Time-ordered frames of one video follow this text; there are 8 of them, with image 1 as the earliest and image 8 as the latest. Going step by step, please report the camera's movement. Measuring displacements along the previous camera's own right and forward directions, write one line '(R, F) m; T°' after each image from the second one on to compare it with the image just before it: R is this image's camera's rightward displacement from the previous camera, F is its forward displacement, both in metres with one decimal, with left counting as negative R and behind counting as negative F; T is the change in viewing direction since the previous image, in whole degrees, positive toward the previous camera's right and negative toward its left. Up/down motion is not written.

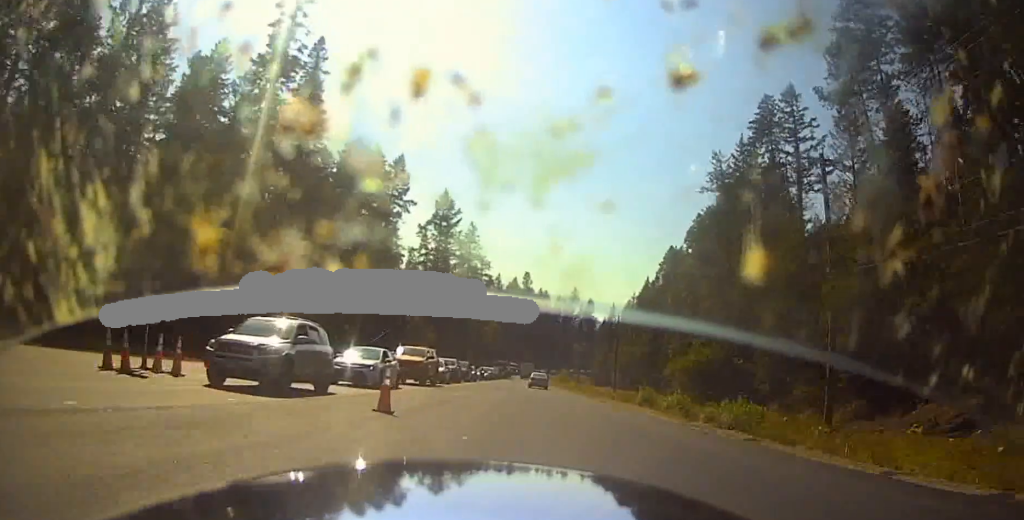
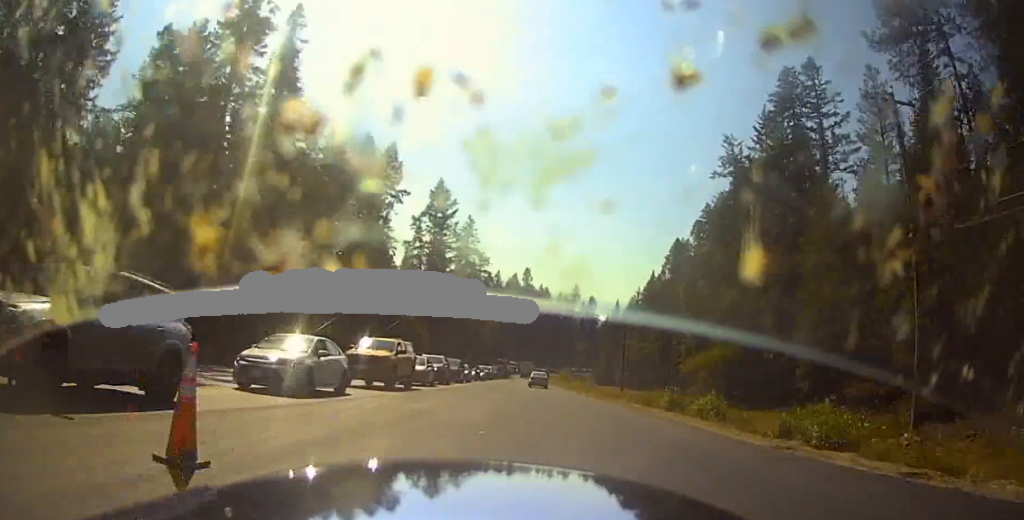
(+2.0, +8.1) m; +6°
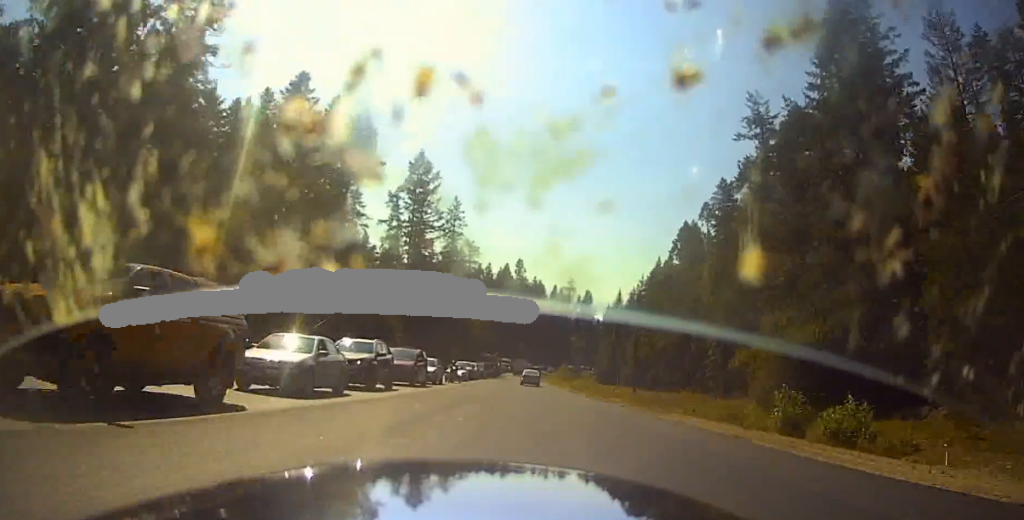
(+1.4, +18.2) m; -1°
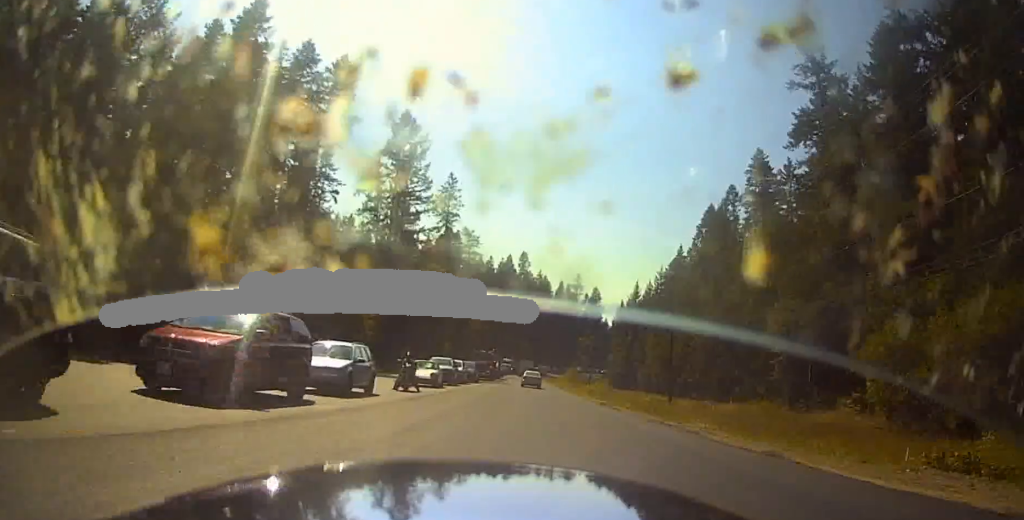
(-1.2, +20.2) m; -5°
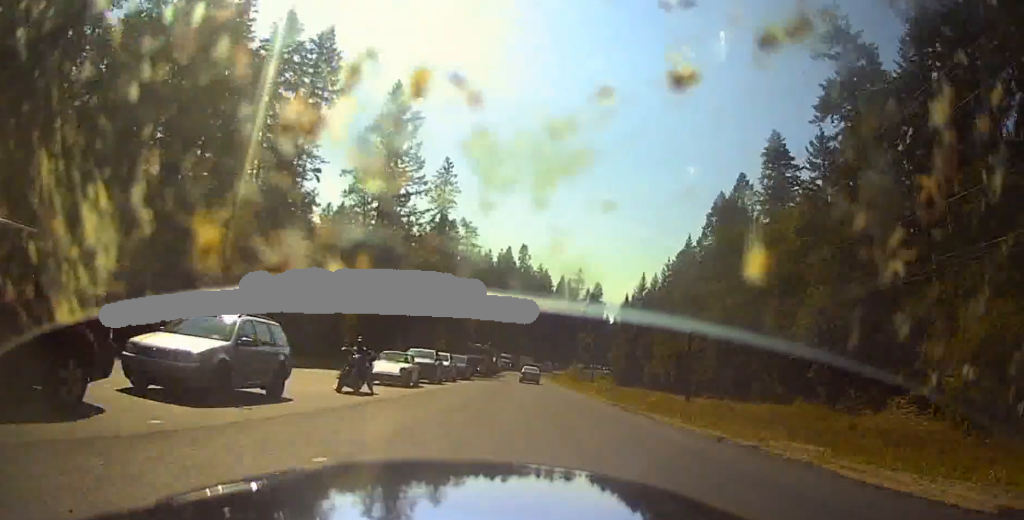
(-0.2, +8.3) m; +1°
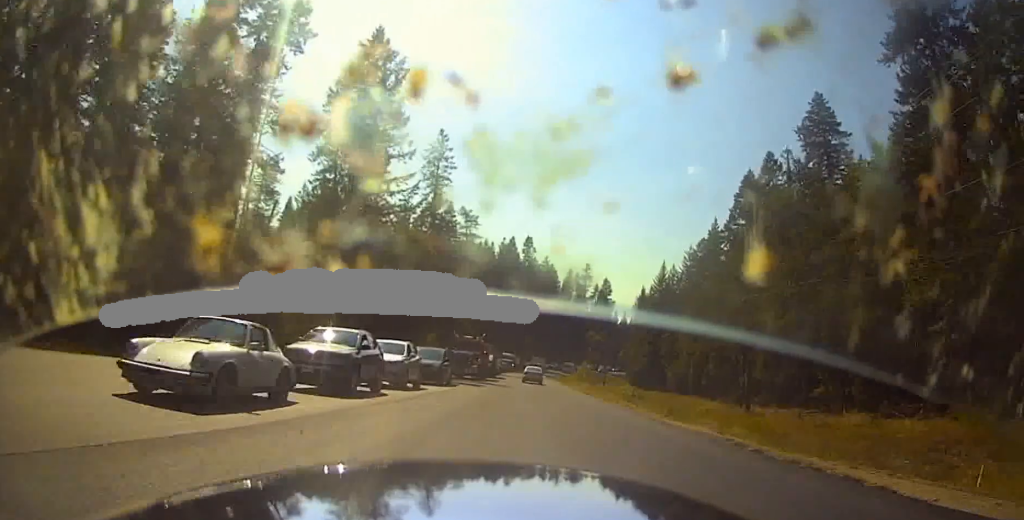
(+0.3, +16.2) m; +1°
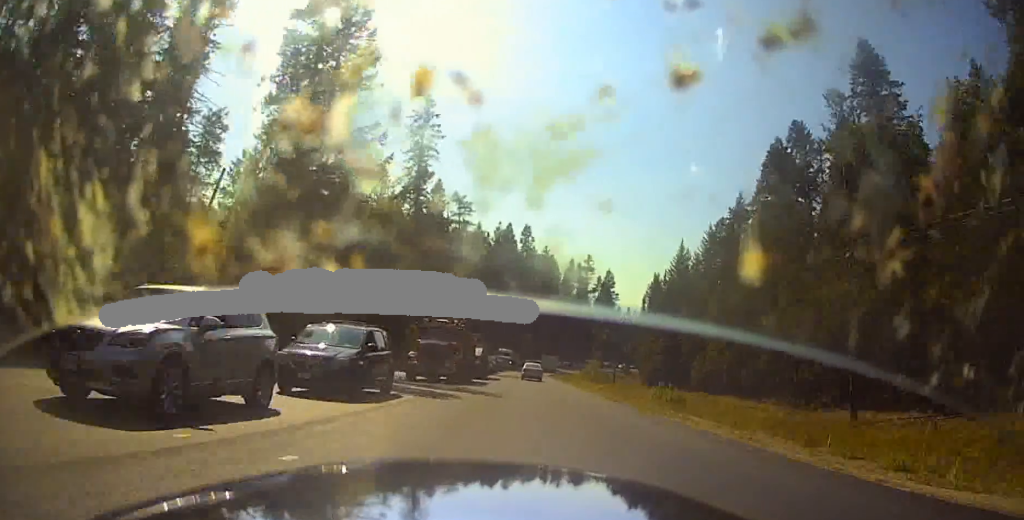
(-0.1, +14.9) m; -1°
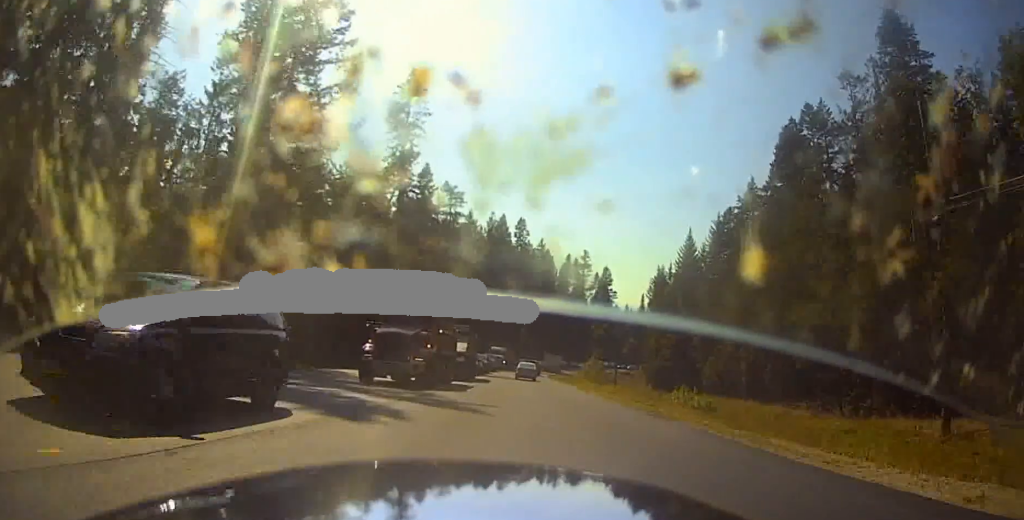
(-0.1, +7.9) m; -1°
